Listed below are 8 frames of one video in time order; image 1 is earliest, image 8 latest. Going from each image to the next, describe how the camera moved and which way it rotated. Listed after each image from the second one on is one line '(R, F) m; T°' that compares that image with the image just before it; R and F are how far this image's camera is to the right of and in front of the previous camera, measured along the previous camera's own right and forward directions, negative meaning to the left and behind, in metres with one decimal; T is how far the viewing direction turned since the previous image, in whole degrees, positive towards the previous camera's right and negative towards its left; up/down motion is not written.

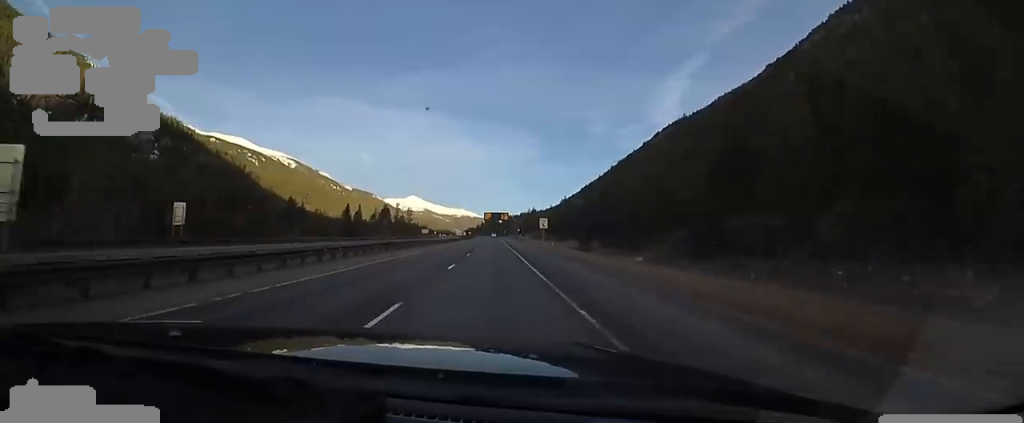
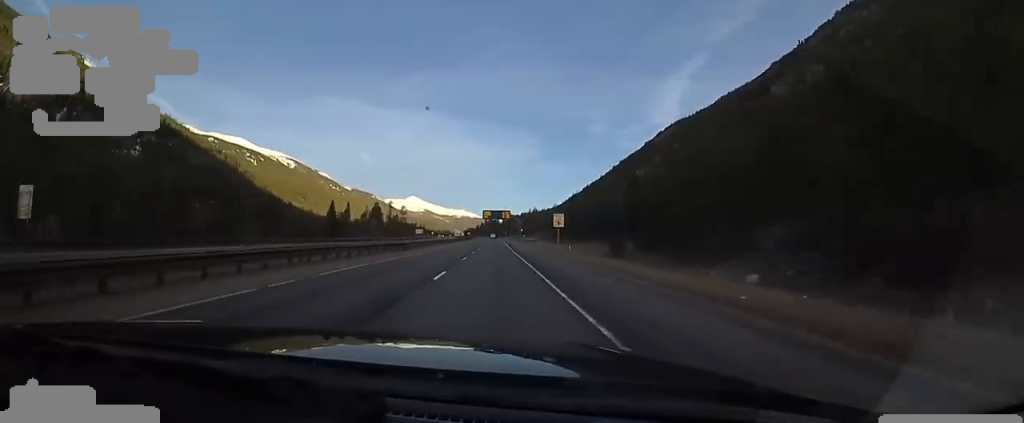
(+0.3, +16.5) m; -1°
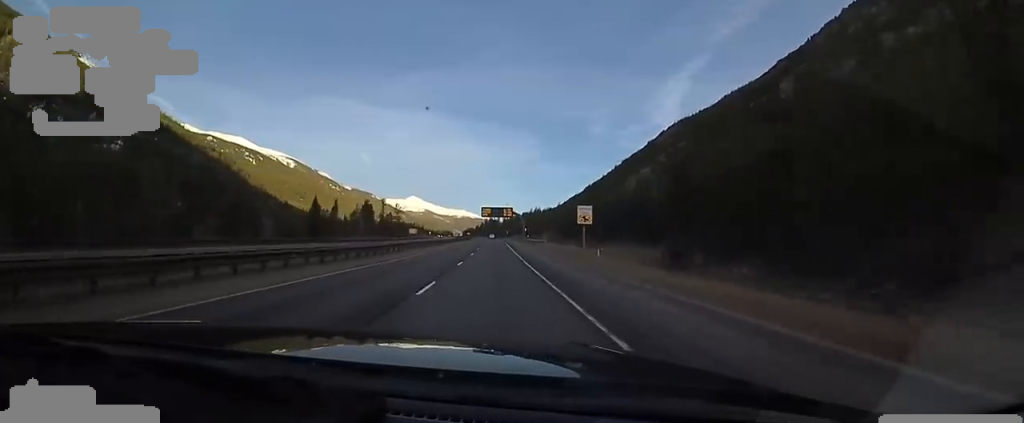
(-0.8, +15.6) m; 0°
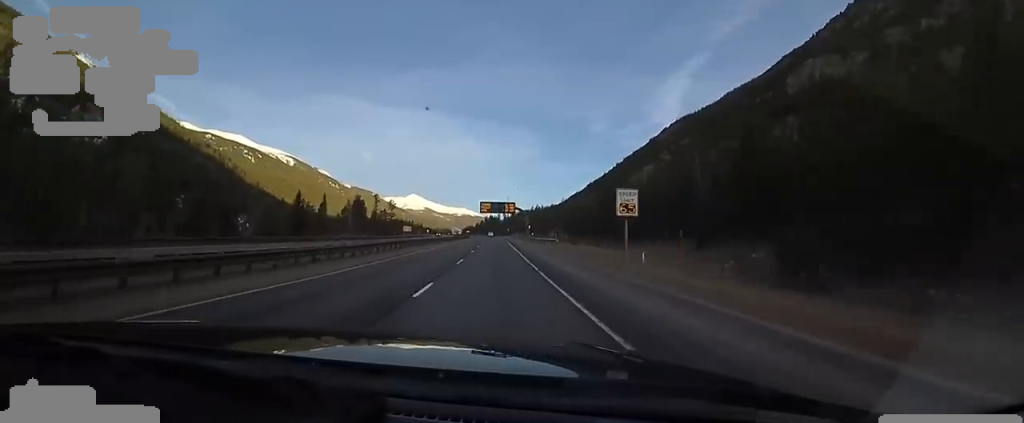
(-0.5, +12.5) m; 0°
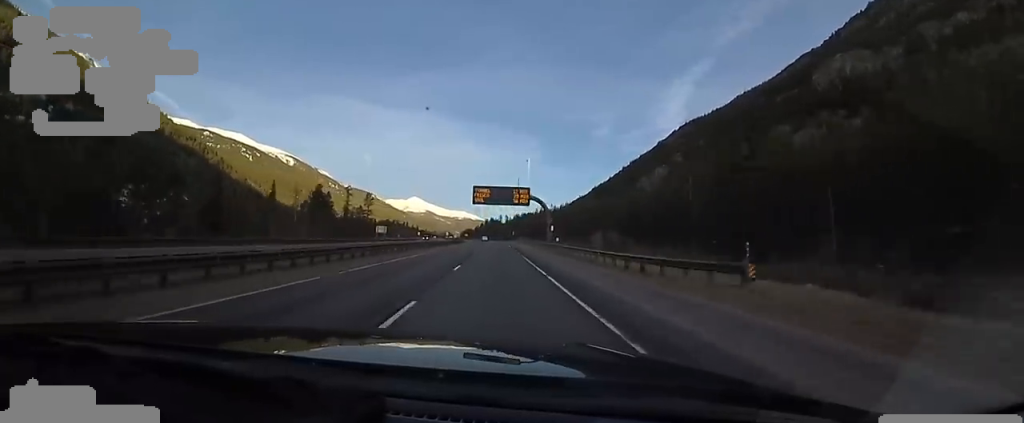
(+1.1, +40.9) m; 0°
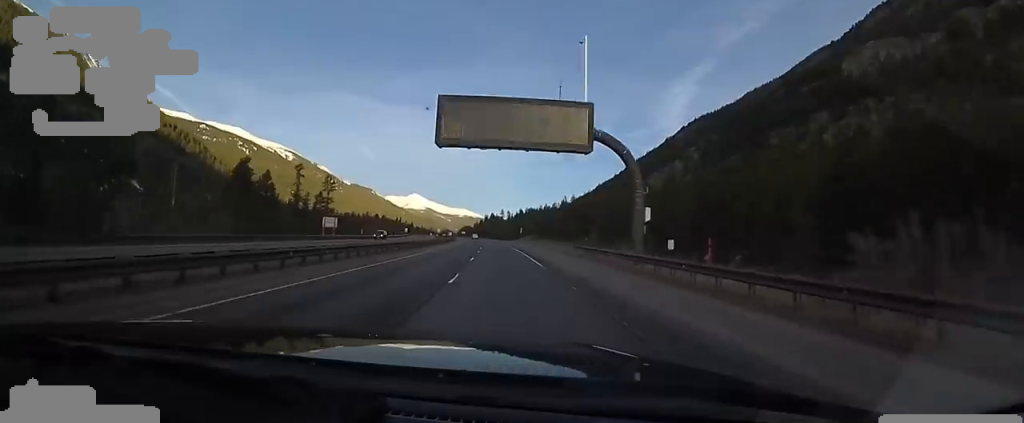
(-0.1, +42.1) m; 0°
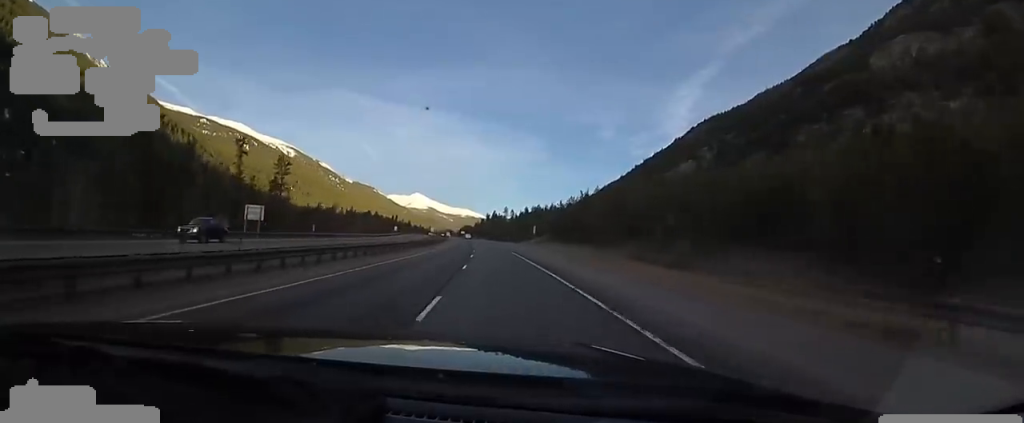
(-0.5, +30.3) m; -2°
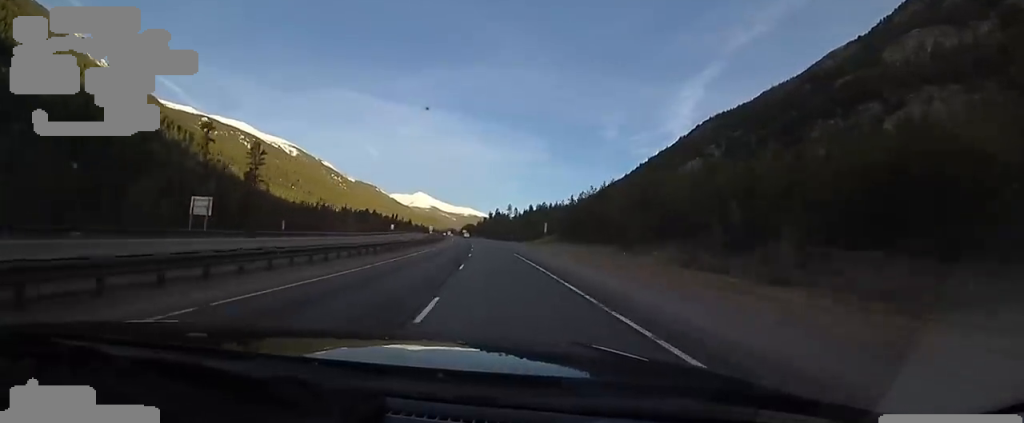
(-0.2, +12.5) m; -1°
